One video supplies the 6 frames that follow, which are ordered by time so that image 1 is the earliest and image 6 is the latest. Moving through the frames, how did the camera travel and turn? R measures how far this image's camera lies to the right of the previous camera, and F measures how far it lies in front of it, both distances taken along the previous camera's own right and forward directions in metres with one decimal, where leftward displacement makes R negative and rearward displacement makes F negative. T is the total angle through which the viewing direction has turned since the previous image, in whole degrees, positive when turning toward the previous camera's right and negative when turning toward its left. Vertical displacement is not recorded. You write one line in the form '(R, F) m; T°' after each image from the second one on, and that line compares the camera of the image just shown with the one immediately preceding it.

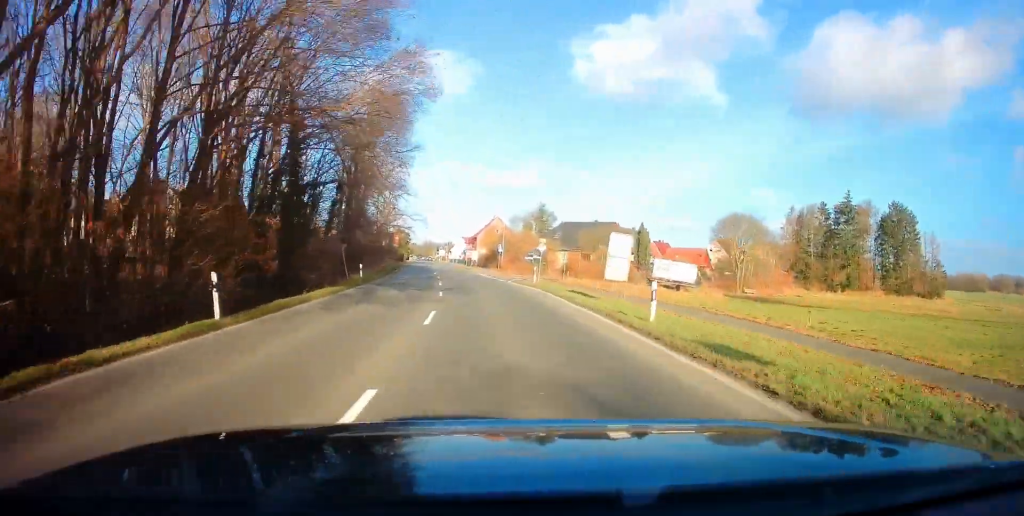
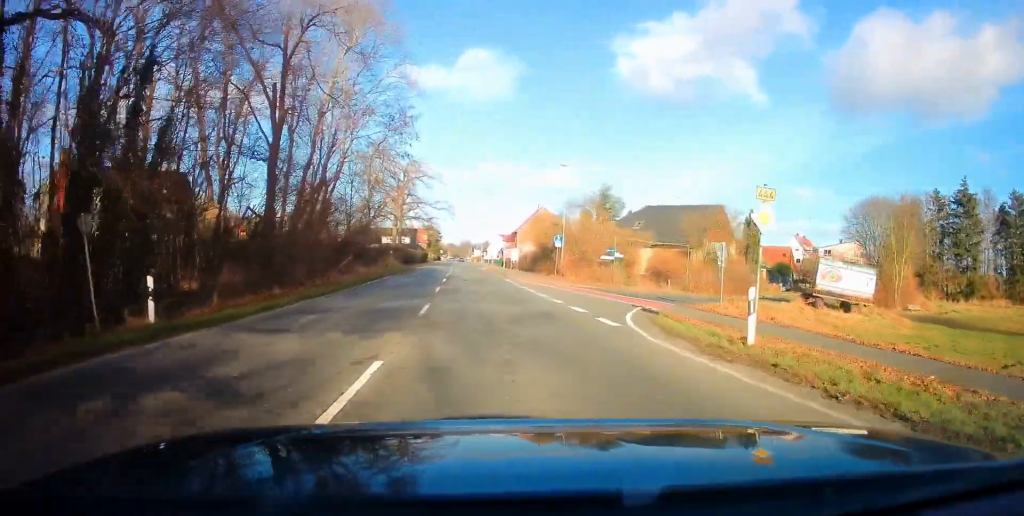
(-1.3, +25.6) m; -3°
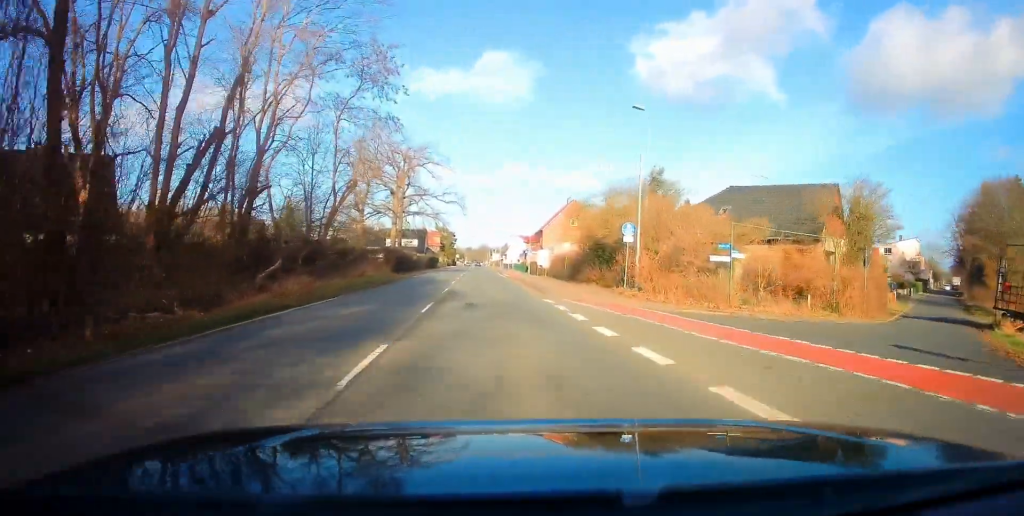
(0.0, +16.5) m; -1°
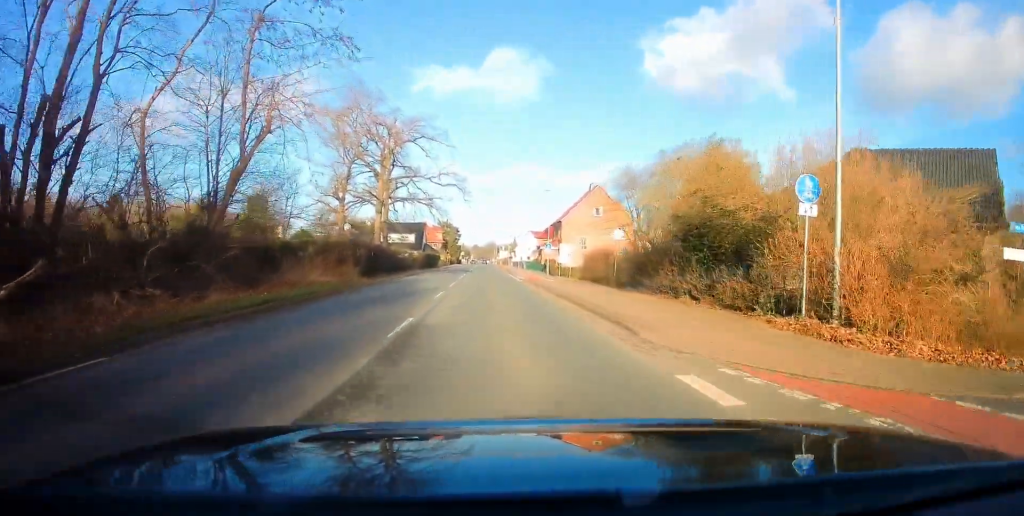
(-0.3, +14.2) m; -1°
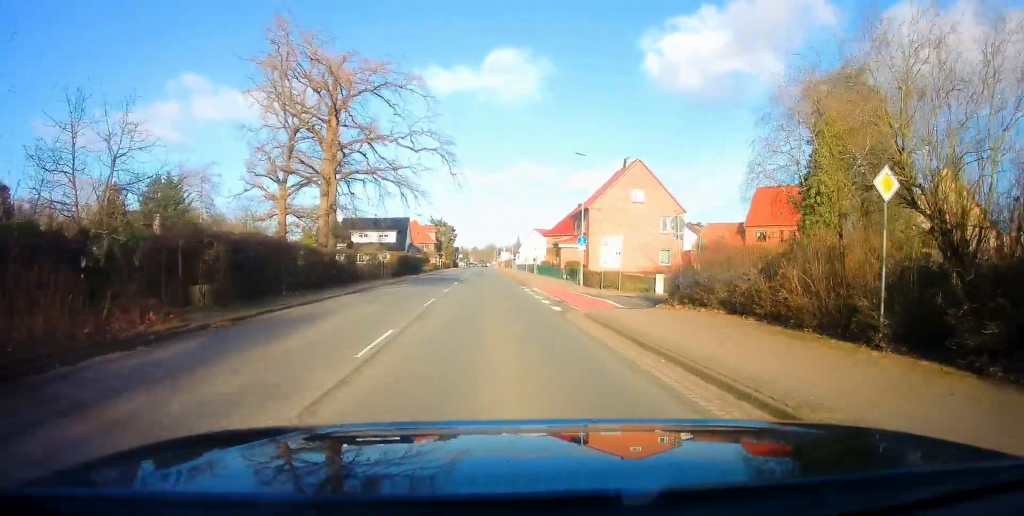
(+0.1, +19.5) m; 0°
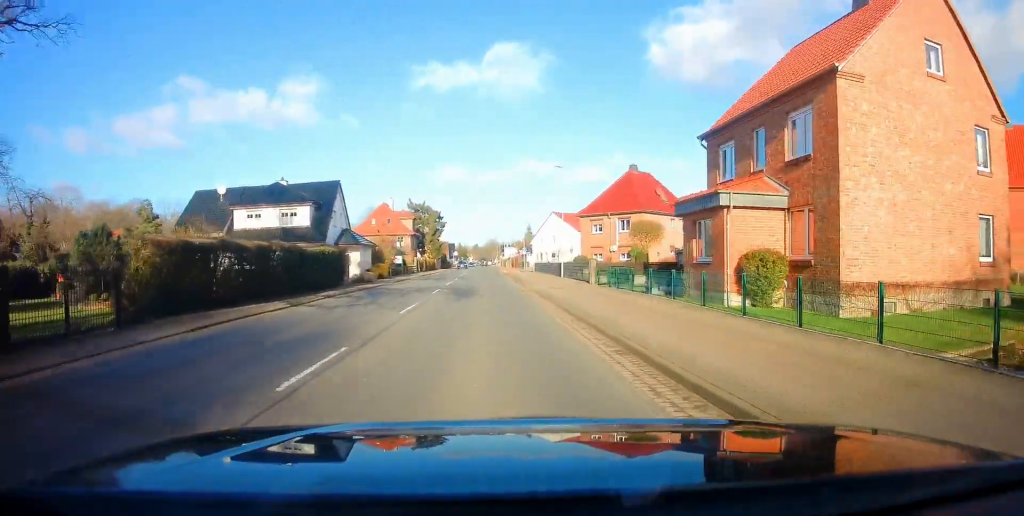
(-0.8, +37.8) m; -2°
